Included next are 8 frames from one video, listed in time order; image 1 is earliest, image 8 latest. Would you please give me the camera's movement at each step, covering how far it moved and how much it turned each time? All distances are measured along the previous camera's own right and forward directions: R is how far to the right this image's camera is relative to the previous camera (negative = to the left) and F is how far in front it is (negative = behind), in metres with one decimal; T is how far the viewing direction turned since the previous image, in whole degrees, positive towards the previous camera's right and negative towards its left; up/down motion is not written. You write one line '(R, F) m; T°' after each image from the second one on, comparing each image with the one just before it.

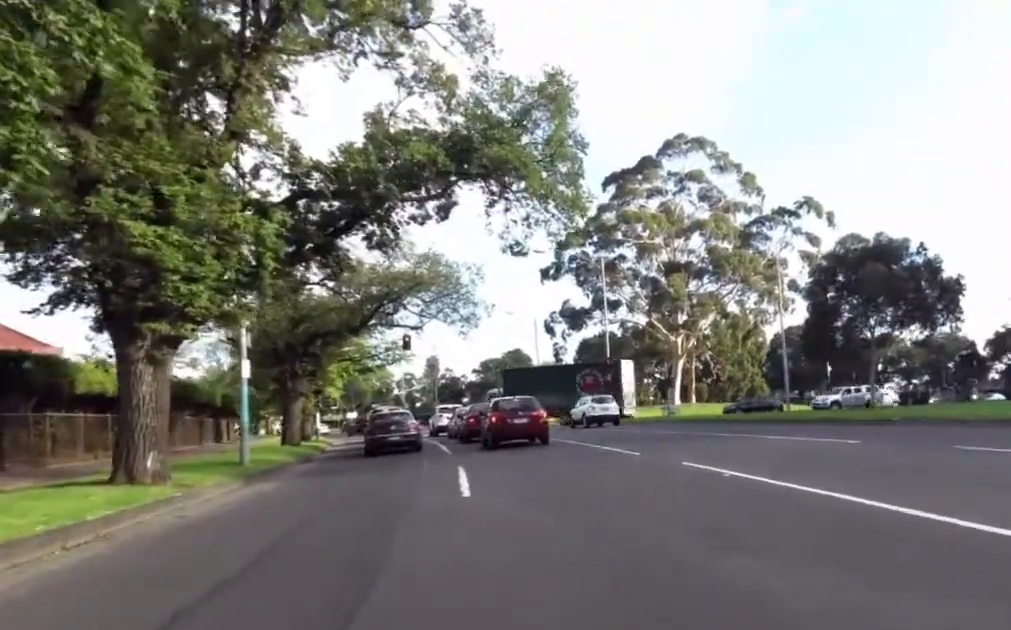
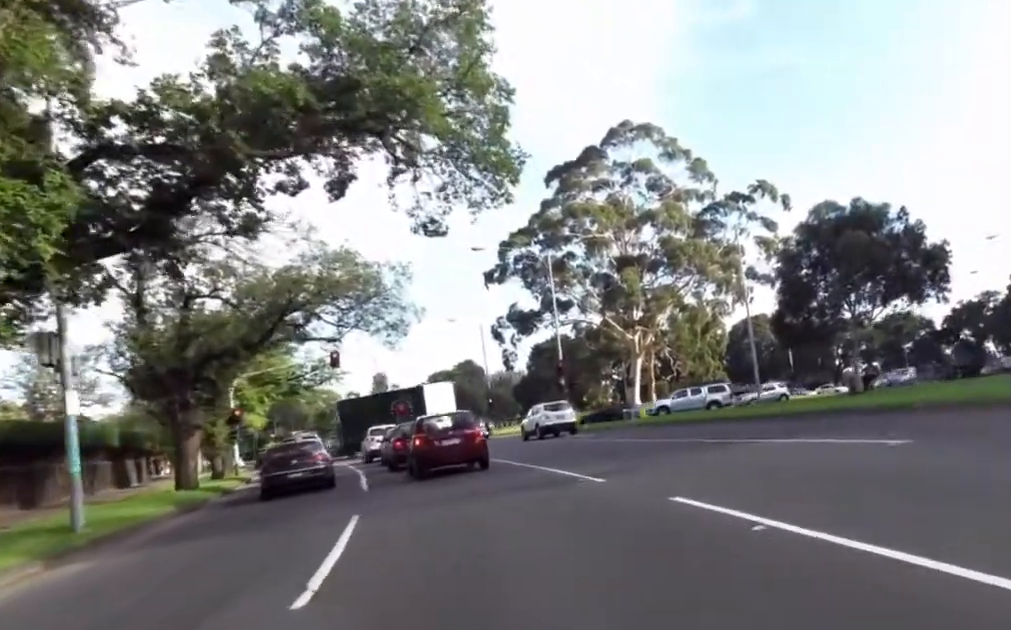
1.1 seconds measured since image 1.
(0.0, +4.1) m; -2°
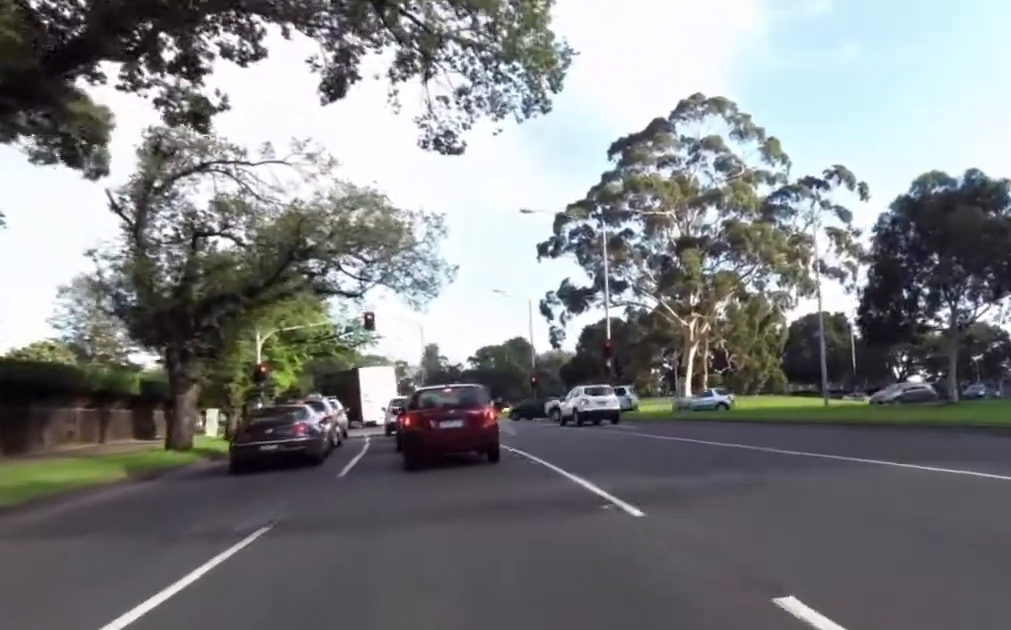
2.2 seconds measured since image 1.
(-0.1, +4.0) m; -4°
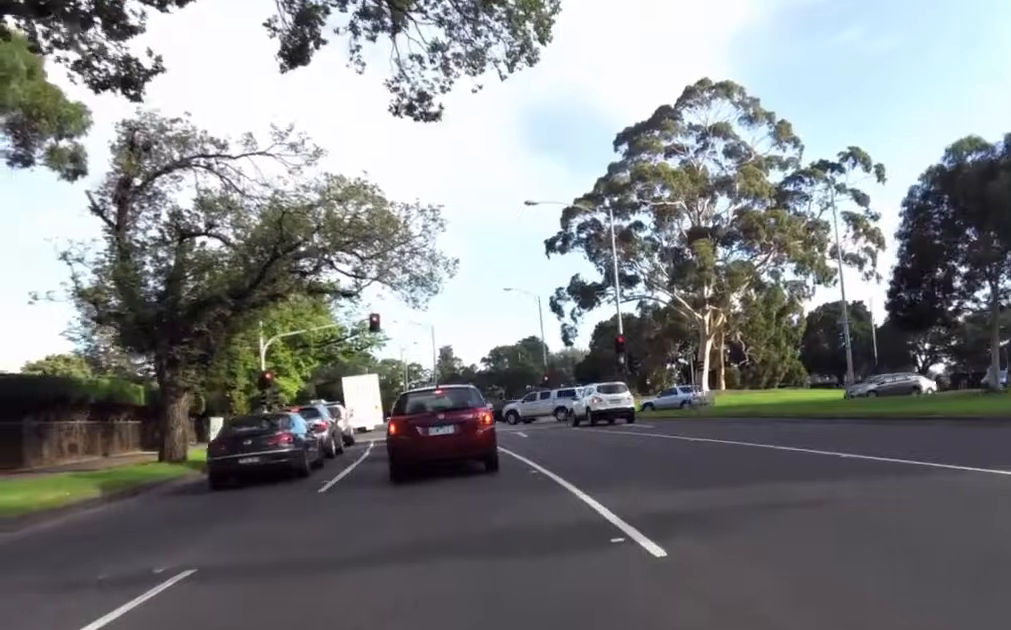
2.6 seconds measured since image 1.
(0.0, +1.6) m; -1°
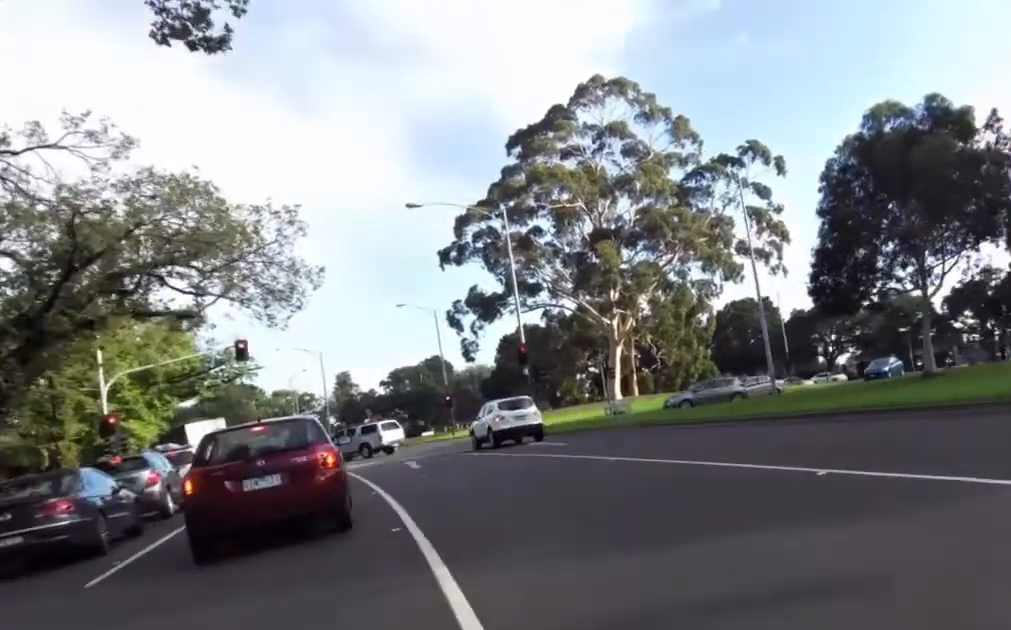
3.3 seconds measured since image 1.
(0.0, +2.5) m; -3°
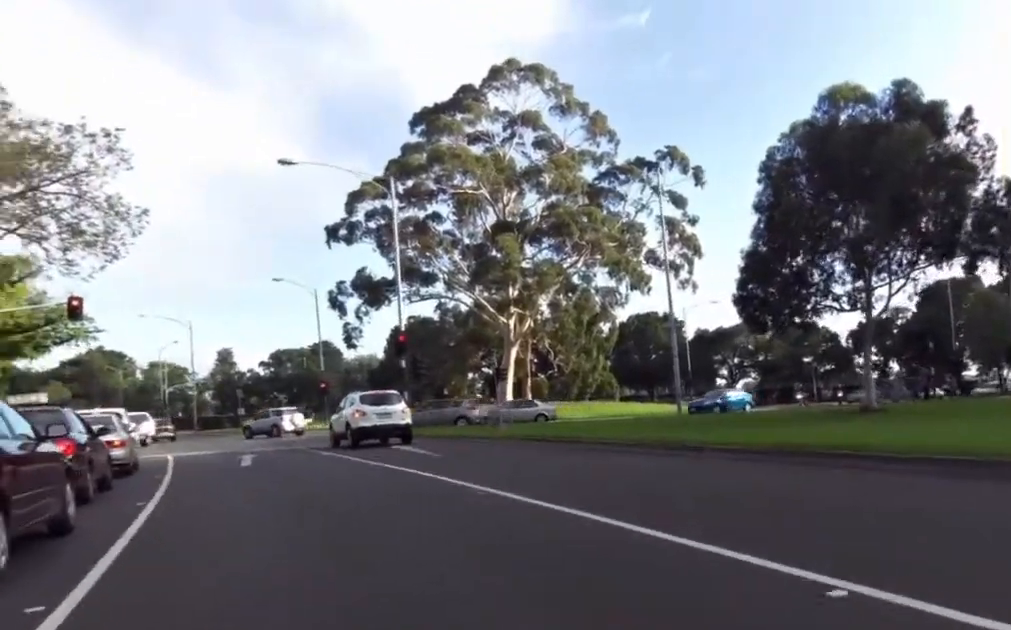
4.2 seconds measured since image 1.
(-0.1, +3.2) m; -4°
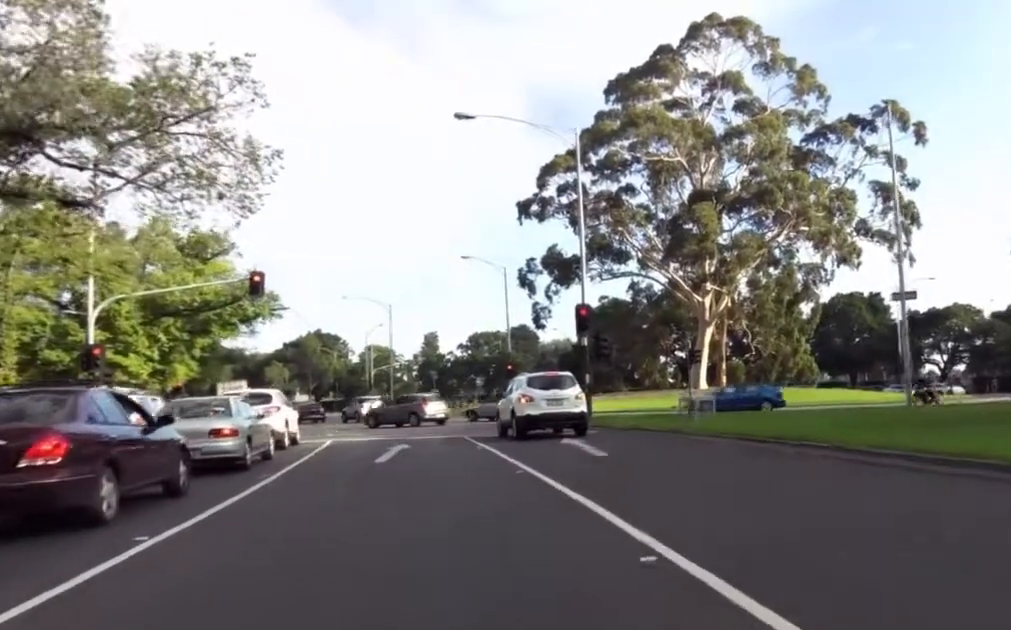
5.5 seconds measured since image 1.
(-0.1, +4.1) m; -6°
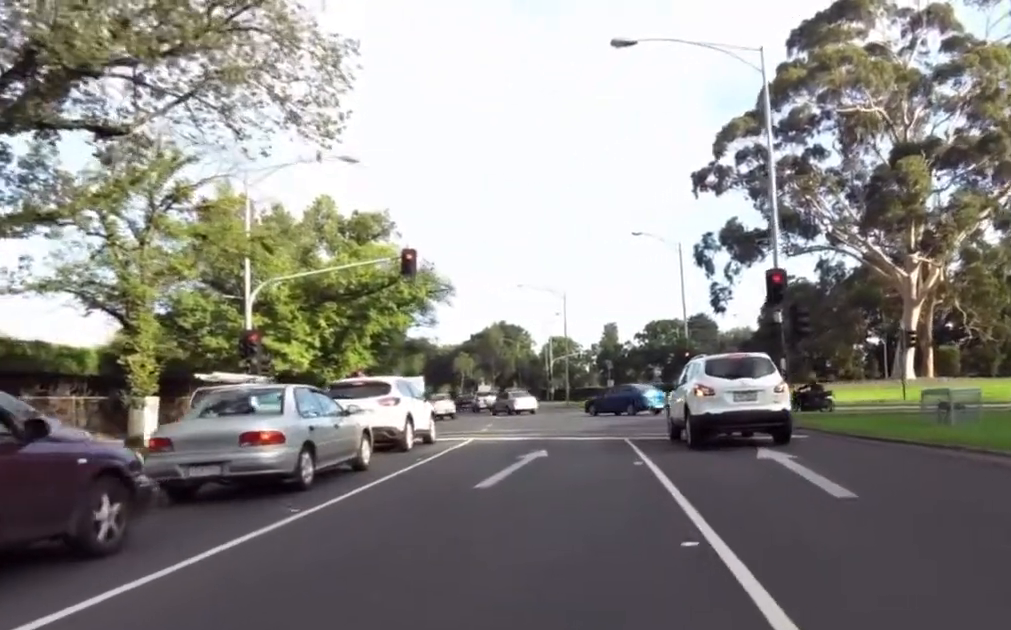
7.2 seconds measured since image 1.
(-0.4, +4.9) m; -8°
